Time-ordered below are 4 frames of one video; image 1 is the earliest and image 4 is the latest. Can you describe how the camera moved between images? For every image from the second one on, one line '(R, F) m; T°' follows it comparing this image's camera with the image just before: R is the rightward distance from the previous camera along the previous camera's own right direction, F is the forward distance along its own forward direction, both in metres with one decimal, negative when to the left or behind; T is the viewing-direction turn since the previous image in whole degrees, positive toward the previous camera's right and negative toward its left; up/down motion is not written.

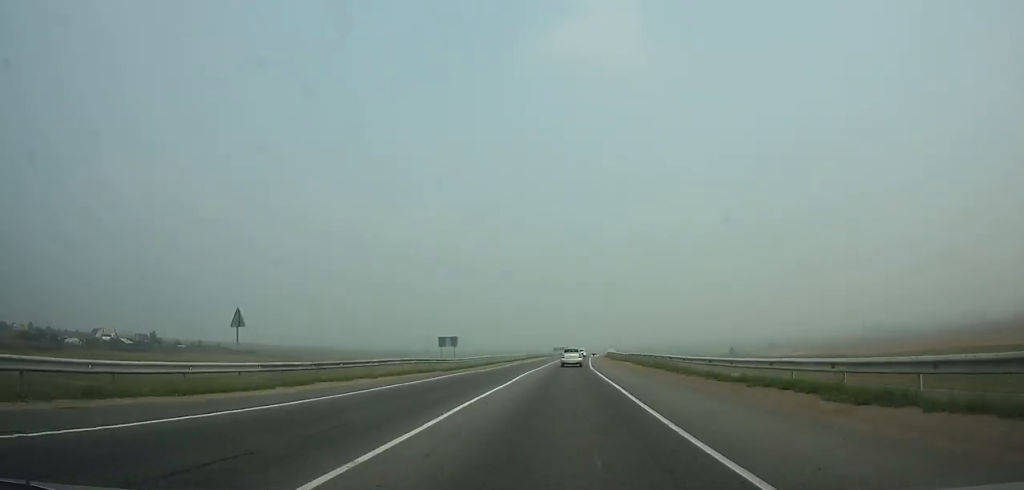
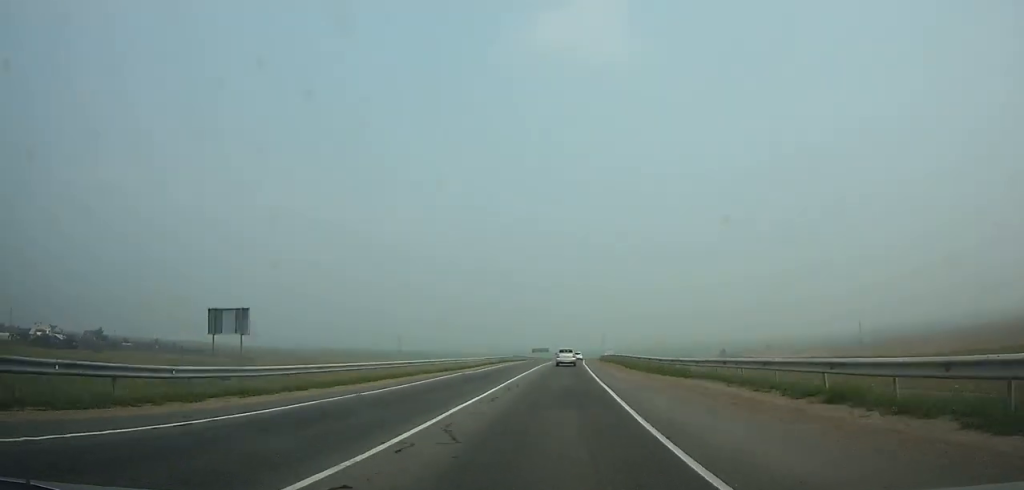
(0.0, +30.9) m; +1°
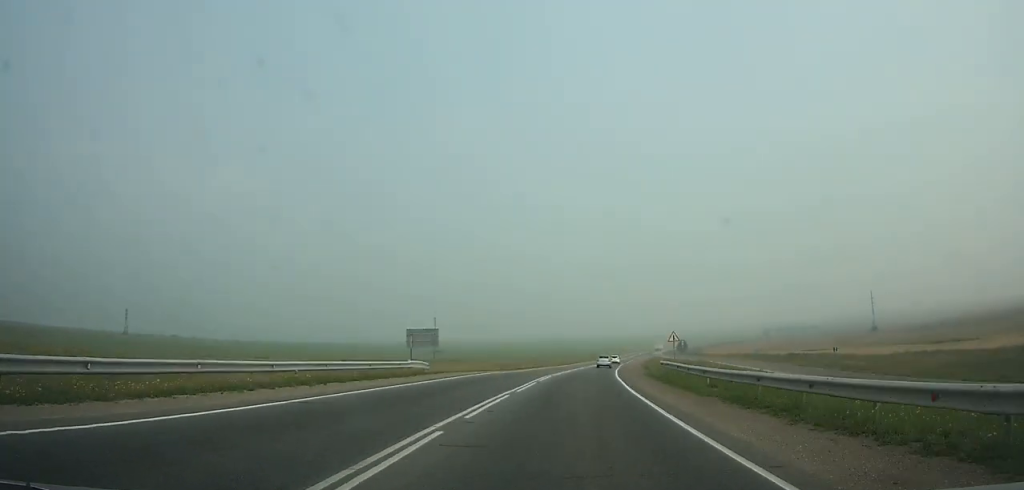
(+32.0, +288.5) m; +16°
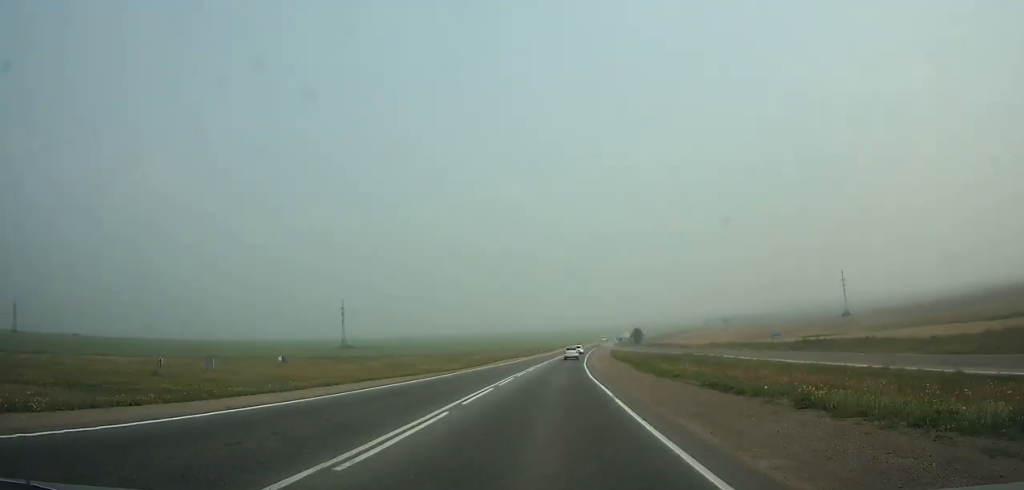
(+2.0, +49.8) m; +4°
